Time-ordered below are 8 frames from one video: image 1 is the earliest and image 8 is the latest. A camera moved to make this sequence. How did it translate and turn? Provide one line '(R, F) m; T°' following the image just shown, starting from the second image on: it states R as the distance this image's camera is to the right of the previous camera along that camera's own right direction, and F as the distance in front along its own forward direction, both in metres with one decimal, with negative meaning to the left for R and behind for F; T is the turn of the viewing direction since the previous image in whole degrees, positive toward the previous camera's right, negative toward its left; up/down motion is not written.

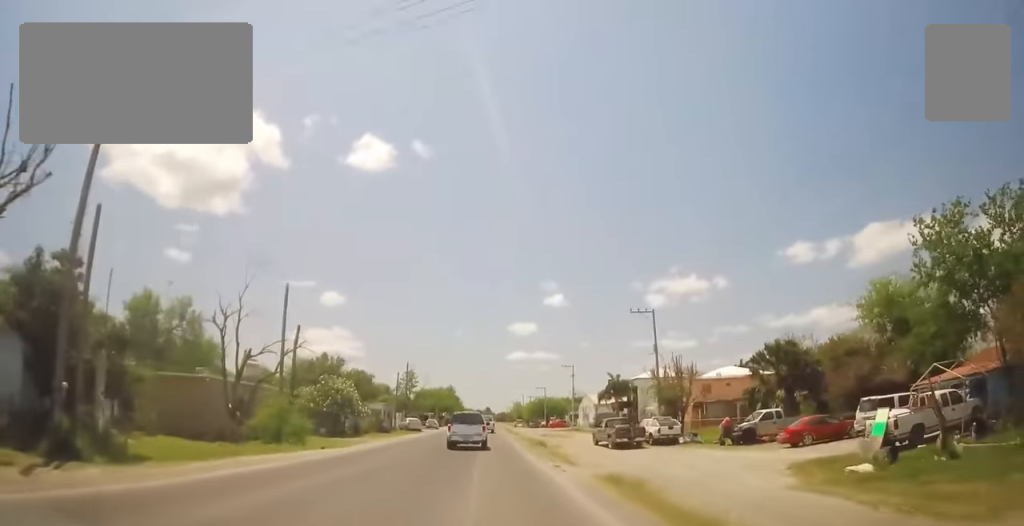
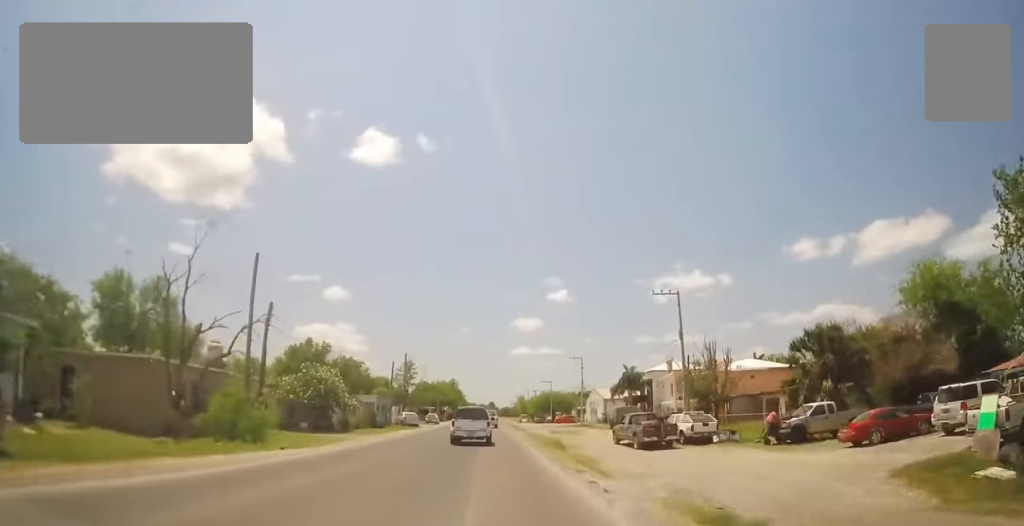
(-0.1, +5.3) m; 0°
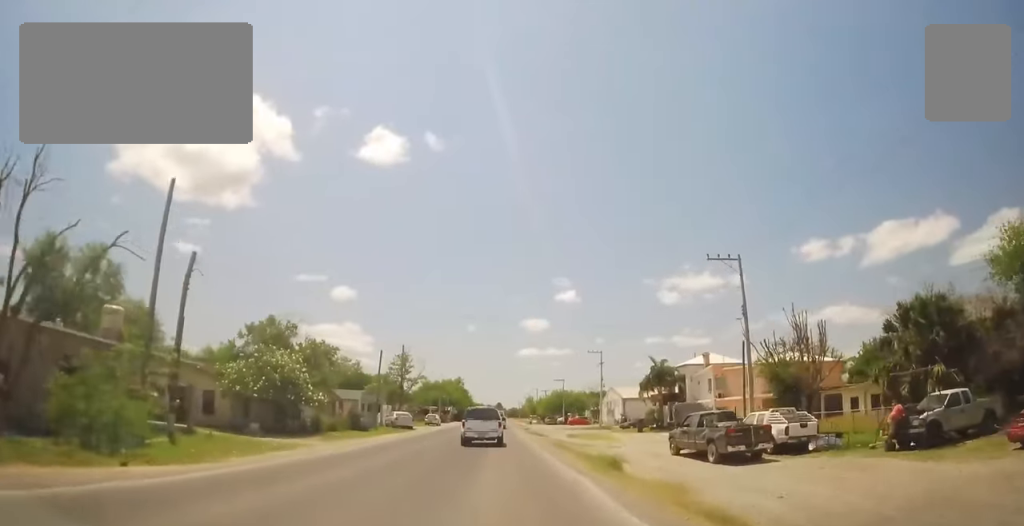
(+0.3, +9.5) m; +2°
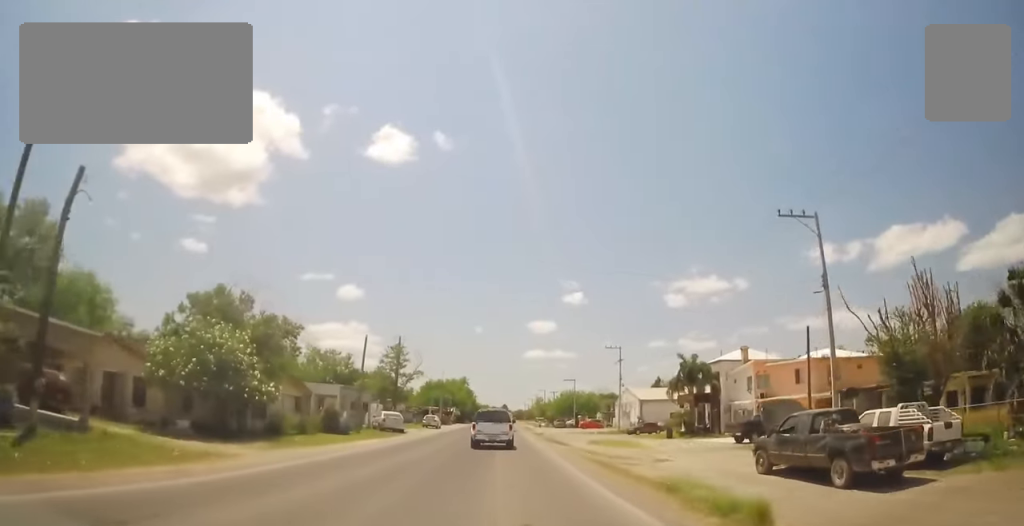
(0.0, +7.9) m; 0°
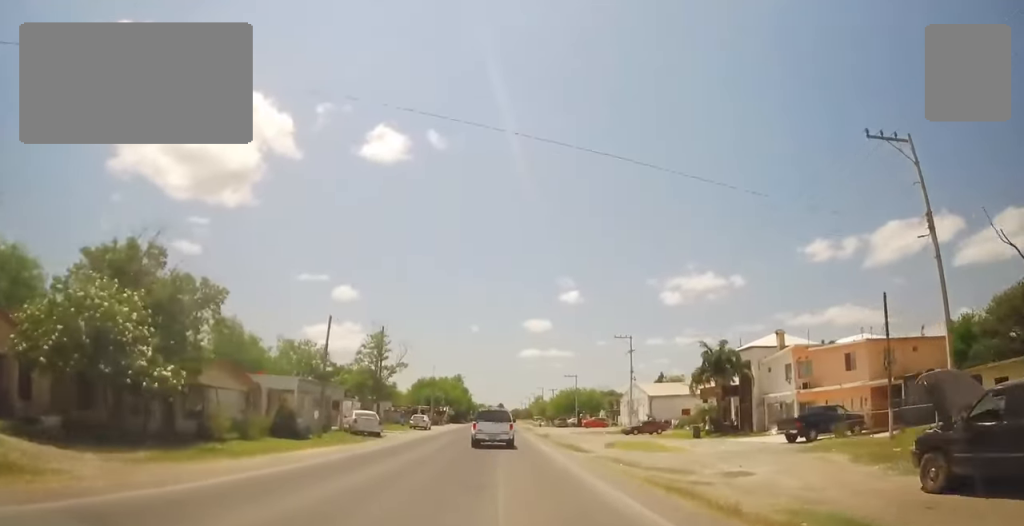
(0.0, +7.8) m; 0°
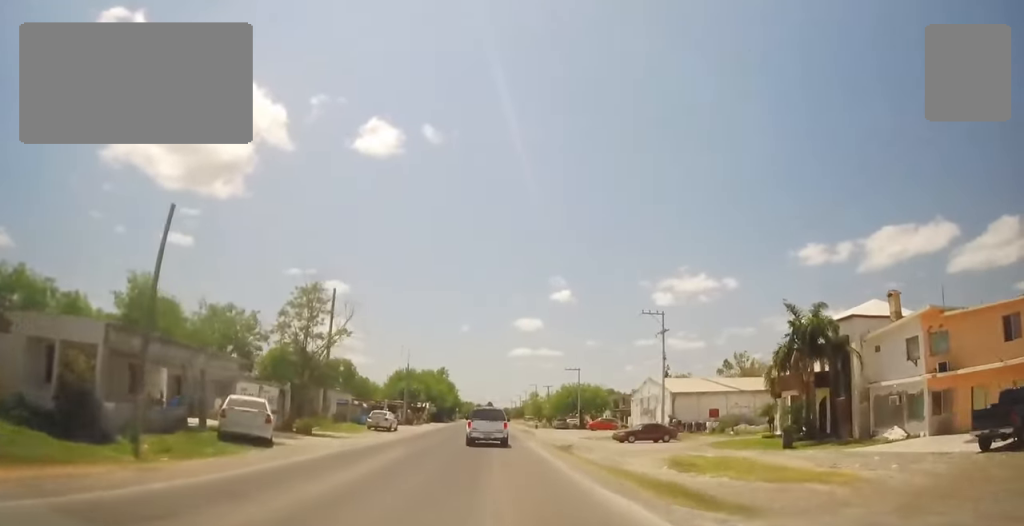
(0.0, +15.5) m; 0°
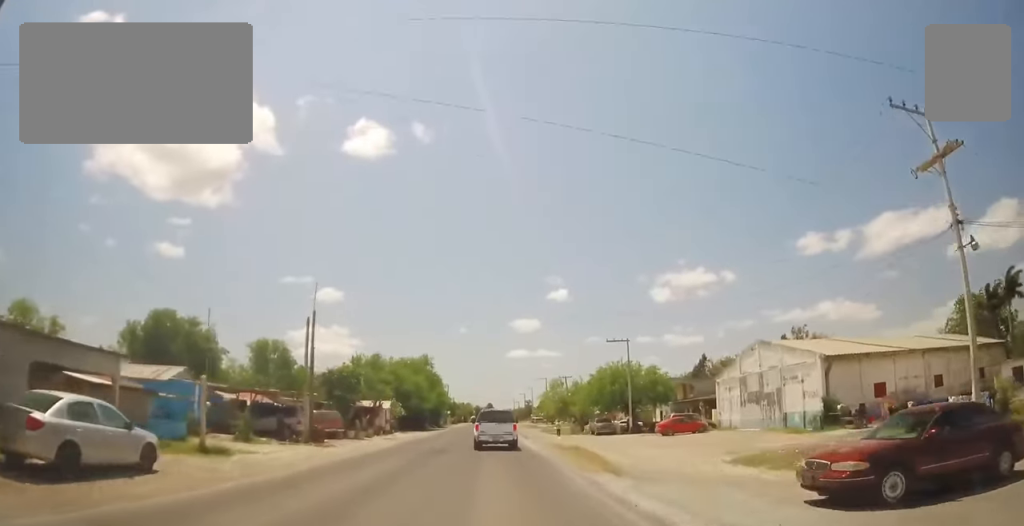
(+0.3, +32.4) m; +1°
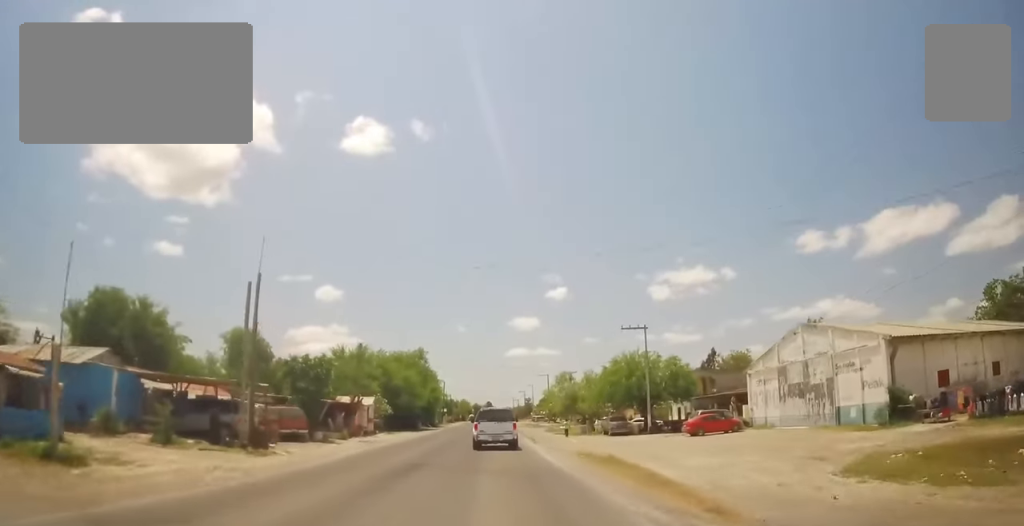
(0.0, +7.1) m; 0°
